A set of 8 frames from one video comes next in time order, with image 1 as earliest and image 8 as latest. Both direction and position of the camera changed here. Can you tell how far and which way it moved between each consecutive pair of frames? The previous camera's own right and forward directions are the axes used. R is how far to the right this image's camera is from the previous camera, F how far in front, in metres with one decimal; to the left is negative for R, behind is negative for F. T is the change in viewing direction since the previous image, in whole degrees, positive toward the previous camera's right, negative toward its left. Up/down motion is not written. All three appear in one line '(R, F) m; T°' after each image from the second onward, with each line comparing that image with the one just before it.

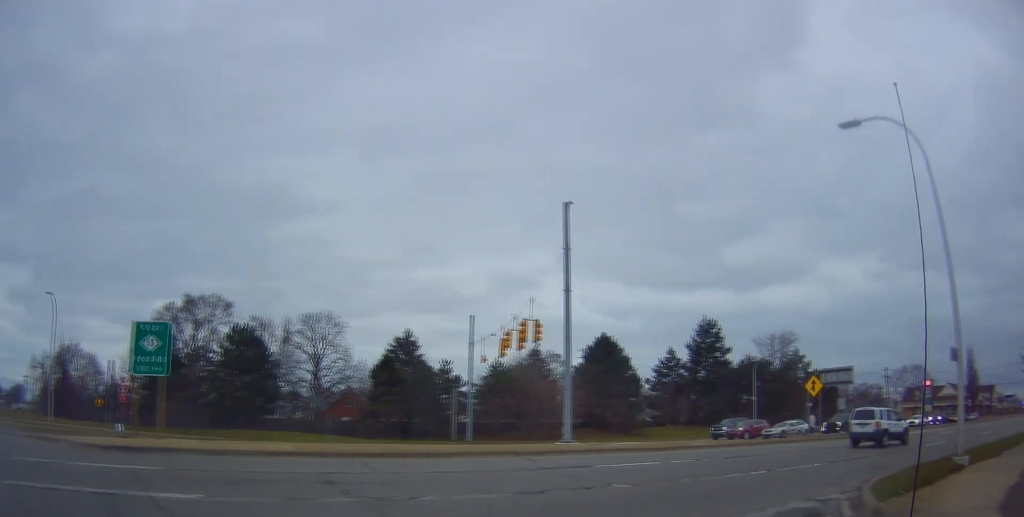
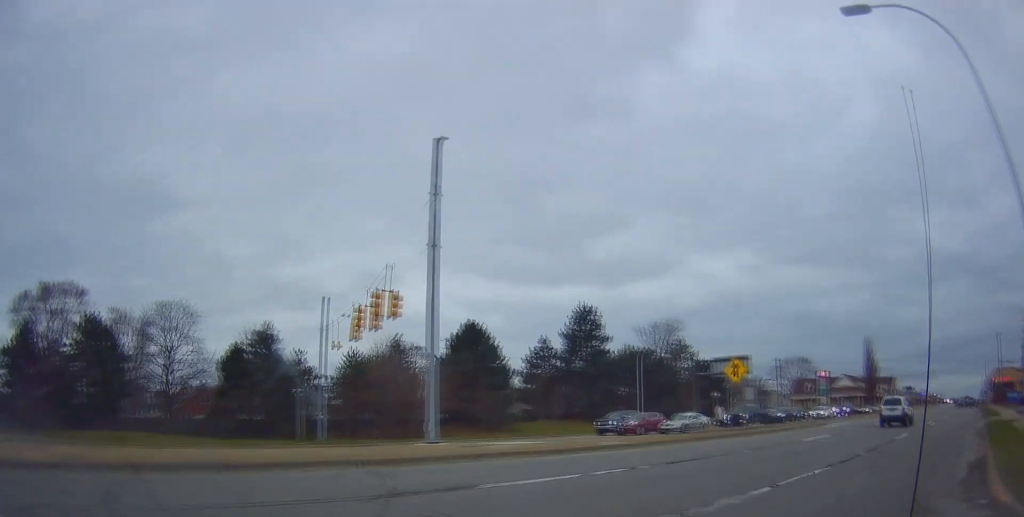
(+0.6, +6.6) m; +3°
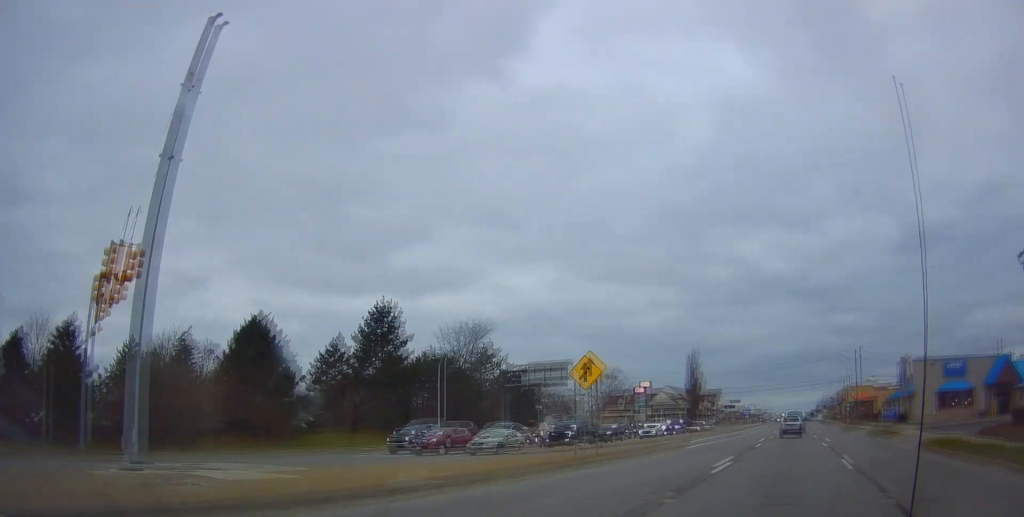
(-0.5, +7.1) m; +2°
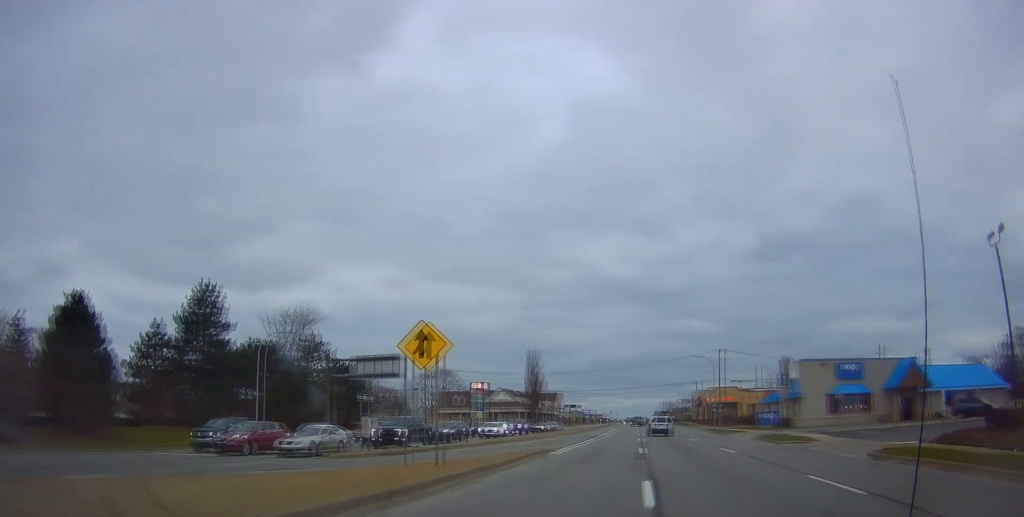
(+0.4, +5.4) m; +13°
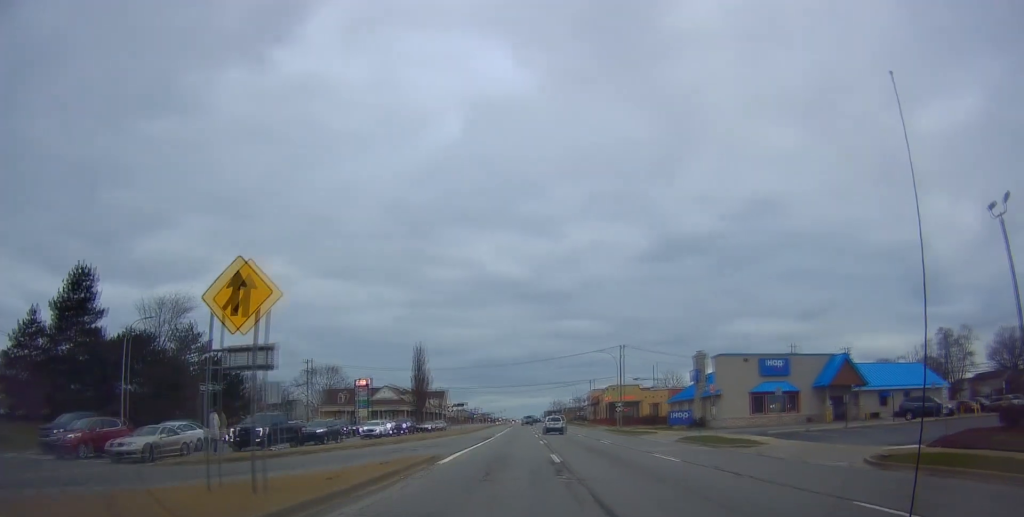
(+0.5, +4.5) m; +12°
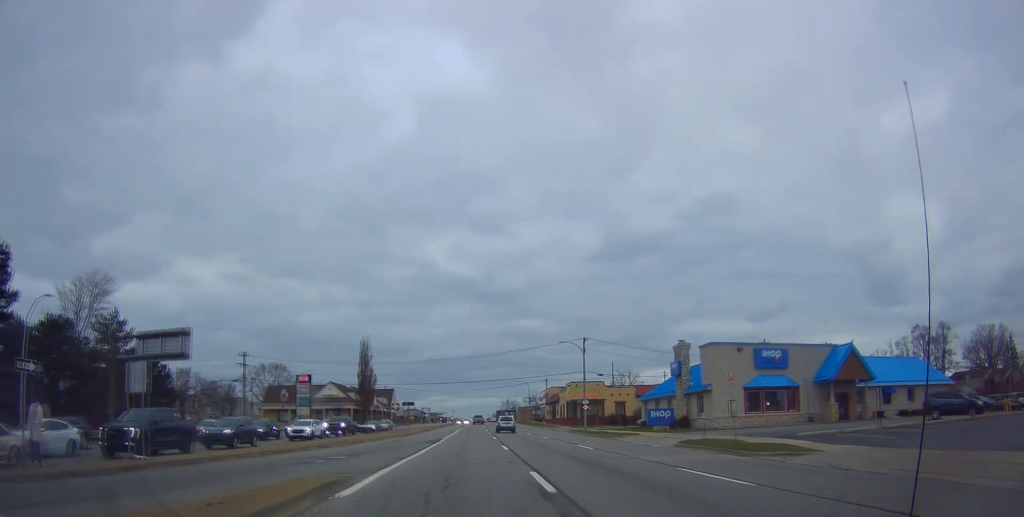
(+0.6, +6.2) m; +10°
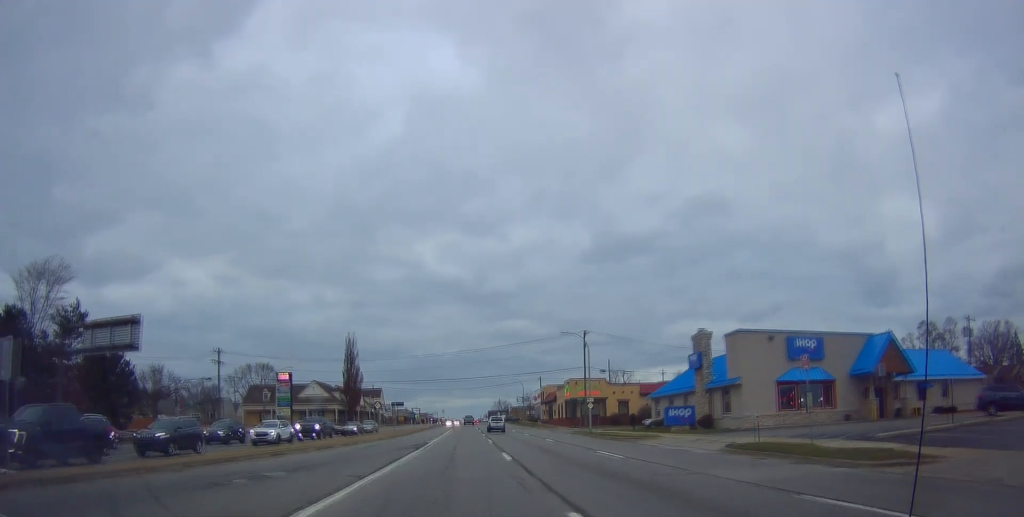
(+0.4, +4.8) m; +5°
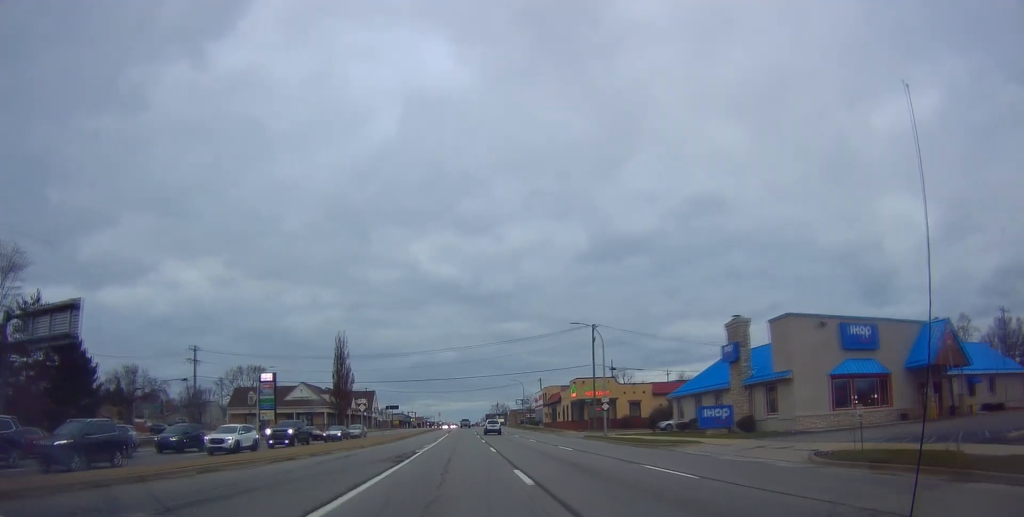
(+0.3, +4.9) m; +4°
